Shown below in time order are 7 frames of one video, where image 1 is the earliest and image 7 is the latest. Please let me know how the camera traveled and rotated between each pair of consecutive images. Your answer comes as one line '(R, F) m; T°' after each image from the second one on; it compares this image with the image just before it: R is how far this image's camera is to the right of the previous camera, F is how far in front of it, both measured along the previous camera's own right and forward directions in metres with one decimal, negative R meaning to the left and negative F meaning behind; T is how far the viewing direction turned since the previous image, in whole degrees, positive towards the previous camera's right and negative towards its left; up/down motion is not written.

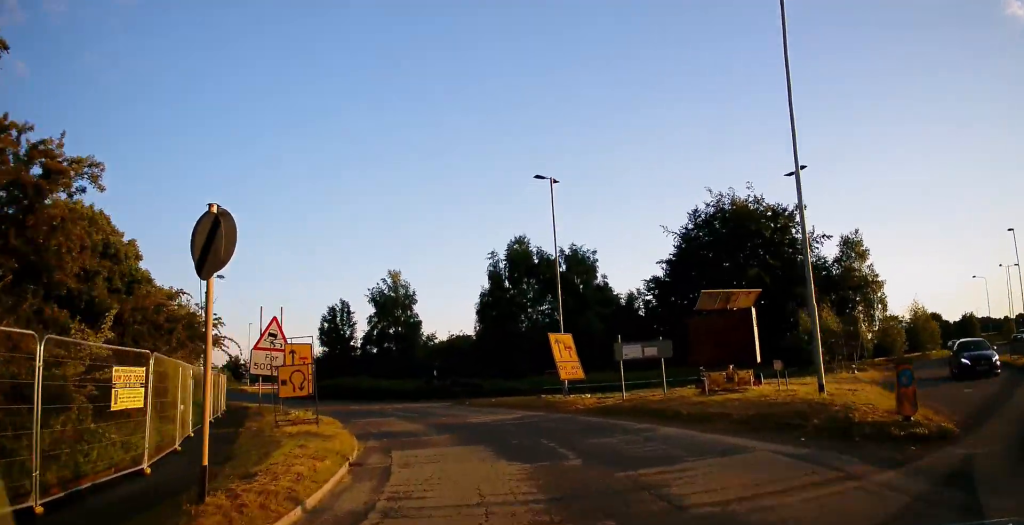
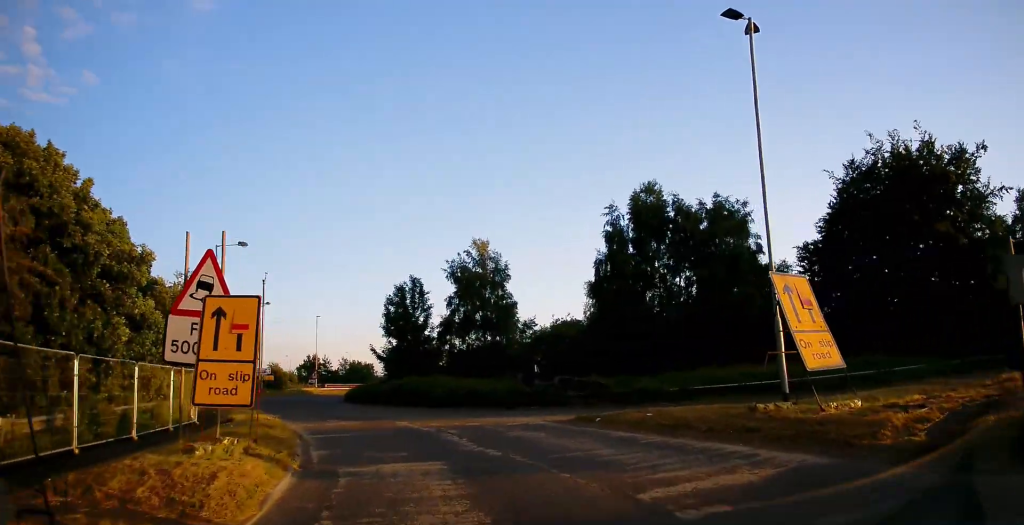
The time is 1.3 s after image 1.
(-1.3, +13.4) m; -12°
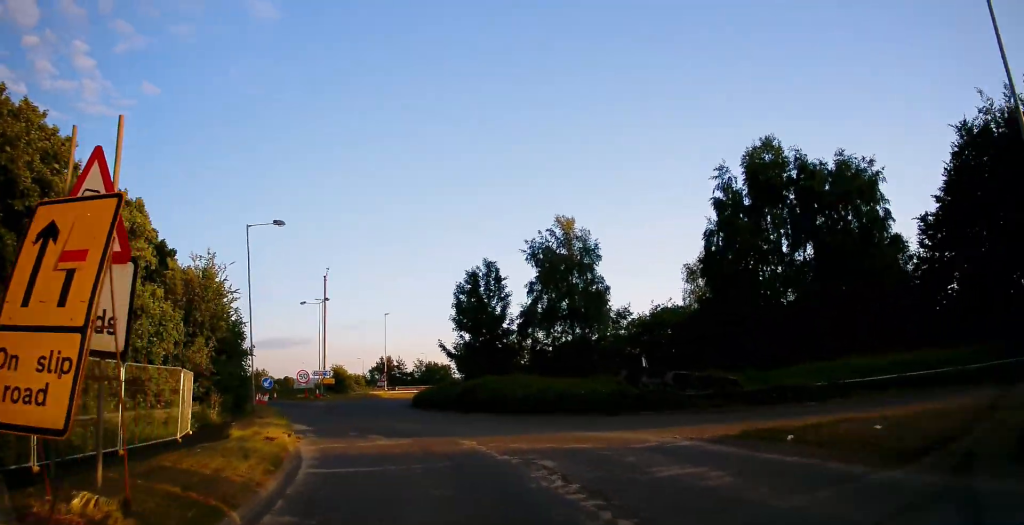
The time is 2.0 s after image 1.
(-0.1, +6.9) m; -8°
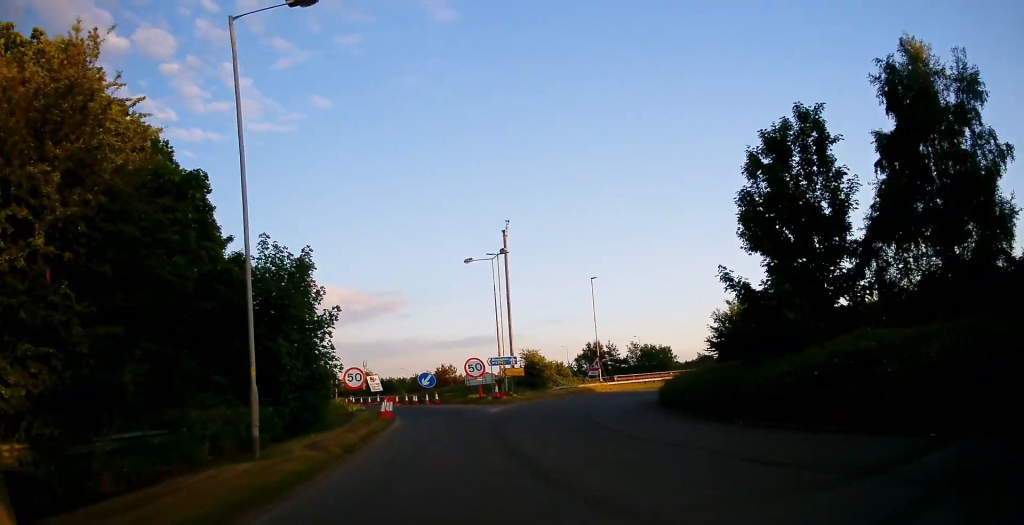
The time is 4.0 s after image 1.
(-3.9, +21.9) m; -14°
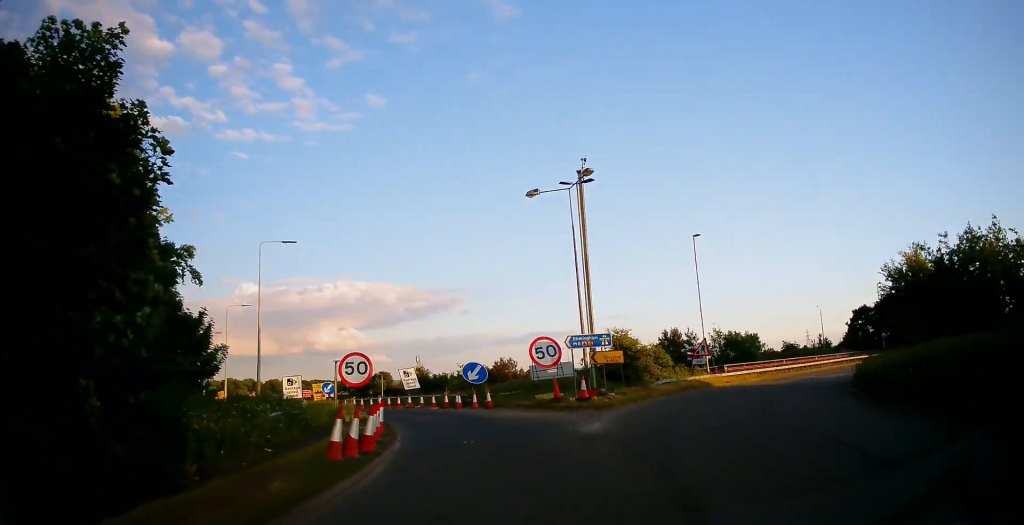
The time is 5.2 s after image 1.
(-0.5, +14.9) m; -7°
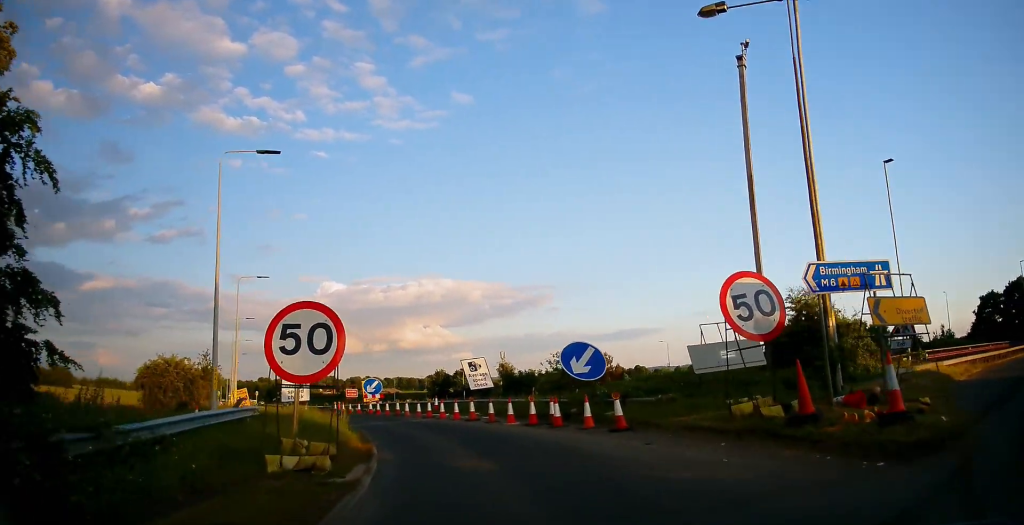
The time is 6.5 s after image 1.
(-1.7, +15.9) m; -12°
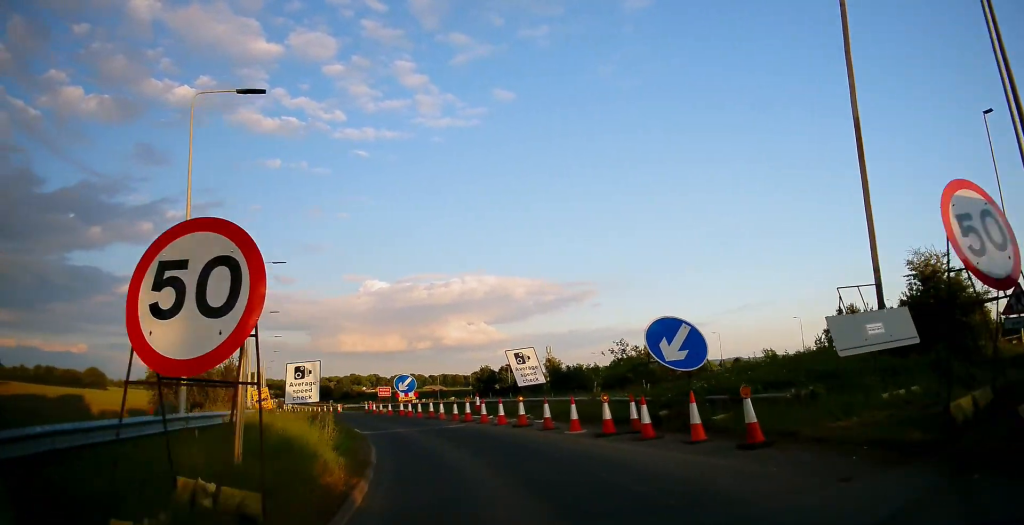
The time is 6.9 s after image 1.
(-0.1, +5.7) m; -4°
